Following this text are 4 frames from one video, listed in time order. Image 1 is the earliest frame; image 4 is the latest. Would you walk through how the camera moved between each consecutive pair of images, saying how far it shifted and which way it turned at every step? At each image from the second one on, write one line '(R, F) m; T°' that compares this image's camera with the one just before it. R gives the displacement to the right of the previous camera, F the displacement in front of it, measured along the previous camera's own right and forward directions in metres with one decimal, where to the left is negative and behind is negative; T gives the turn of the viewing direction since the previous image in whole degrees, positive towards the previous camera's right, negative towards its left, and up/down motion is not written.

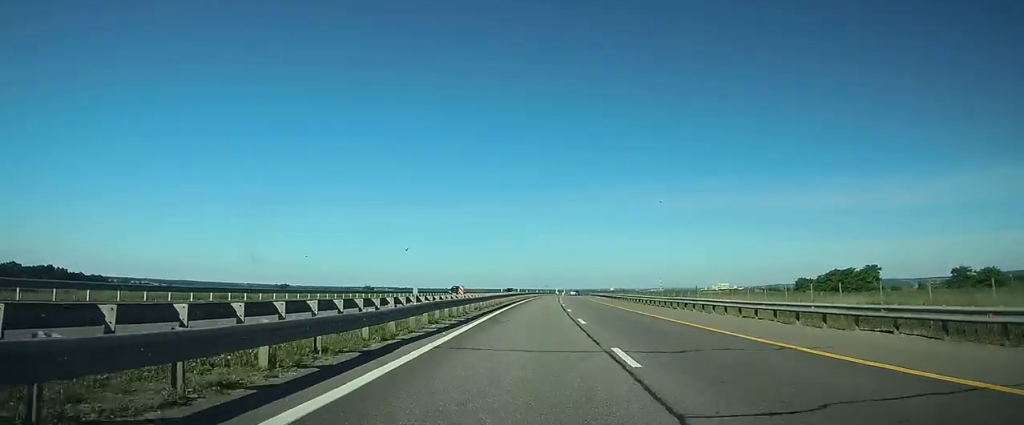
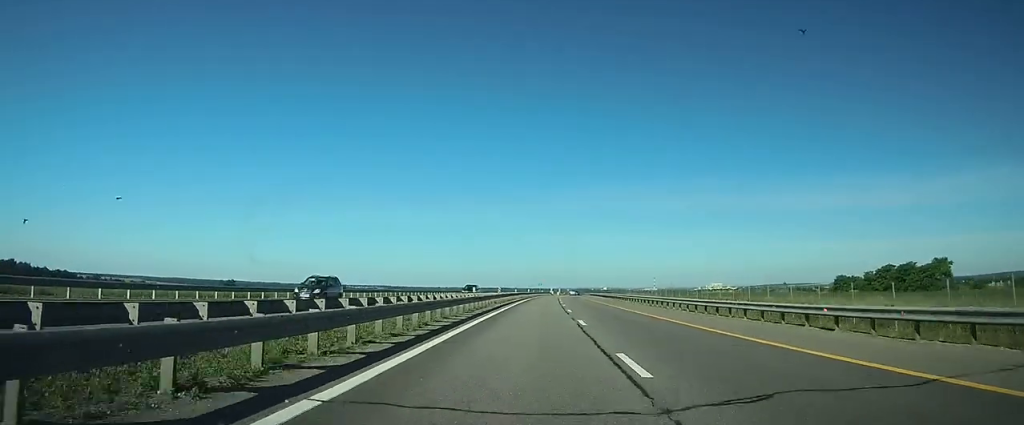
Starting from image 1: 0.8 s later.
(+0.3, +25.1) m; +1°
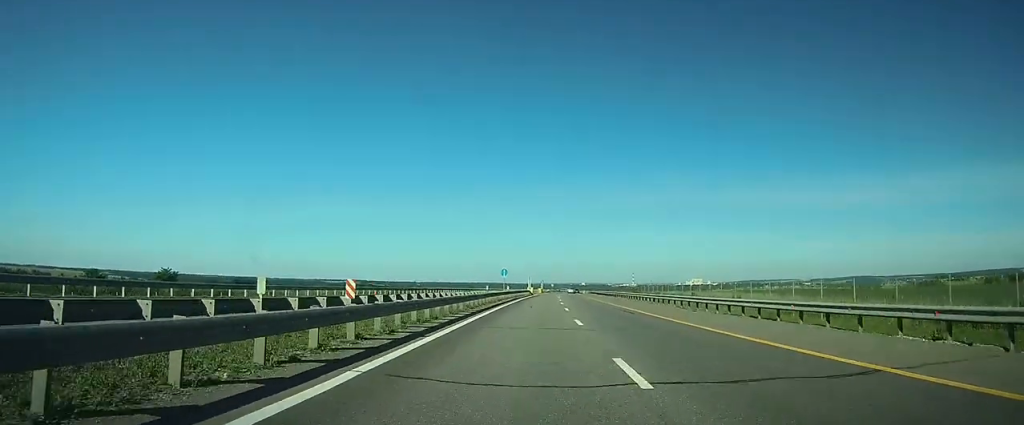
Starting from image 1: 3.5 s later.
(+1.6, +85.0) m; +2°
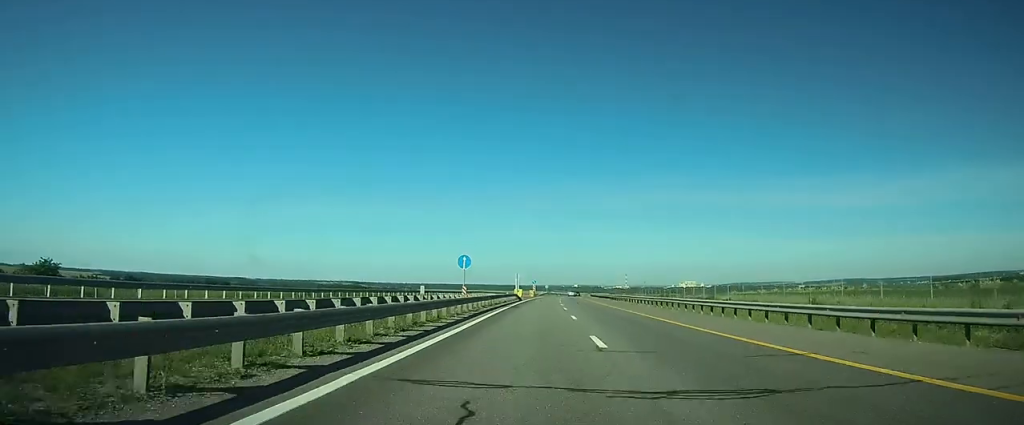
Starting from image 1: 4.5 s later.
(0.0, +30.5) m; 0°
